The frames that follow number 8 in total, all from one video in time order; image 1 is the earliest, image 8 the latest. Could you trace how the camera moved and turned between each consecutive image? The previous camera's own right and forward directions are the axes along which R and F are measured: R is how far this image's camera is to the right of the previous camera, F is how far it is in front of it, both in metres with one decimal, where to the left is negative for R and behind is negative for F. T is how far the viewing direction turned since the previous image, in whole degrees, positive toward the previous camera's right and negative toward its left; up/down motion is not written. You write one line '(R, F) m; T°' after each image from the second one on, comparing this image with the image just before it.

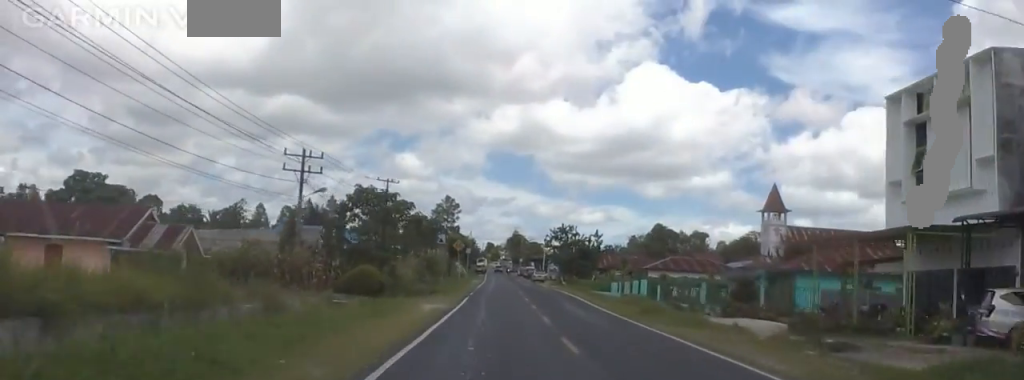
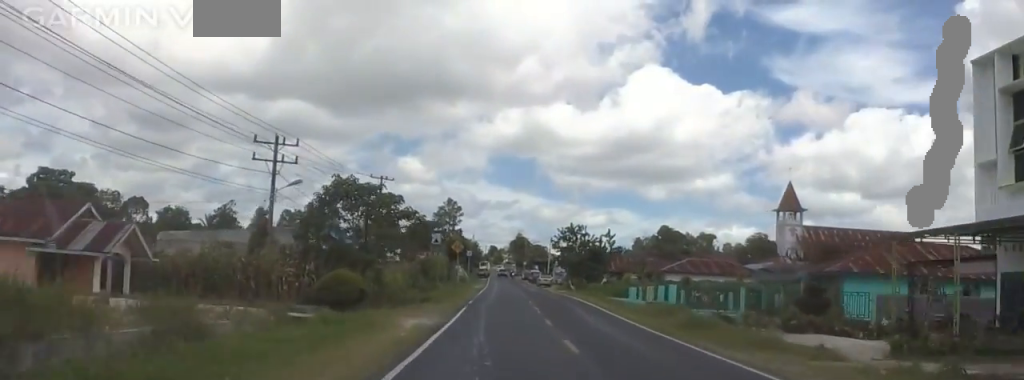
(0.0, +7.4) m; 0°
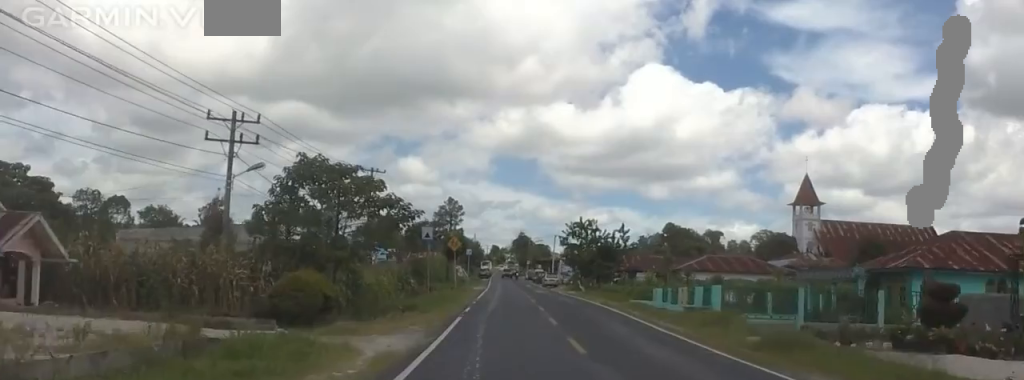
(0.0, +8.0) m; 0°
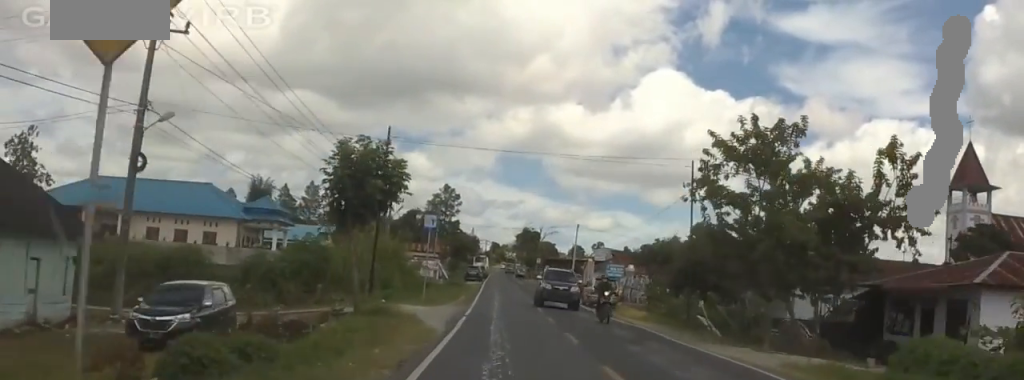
(-2.3, +52.9) m; -3°
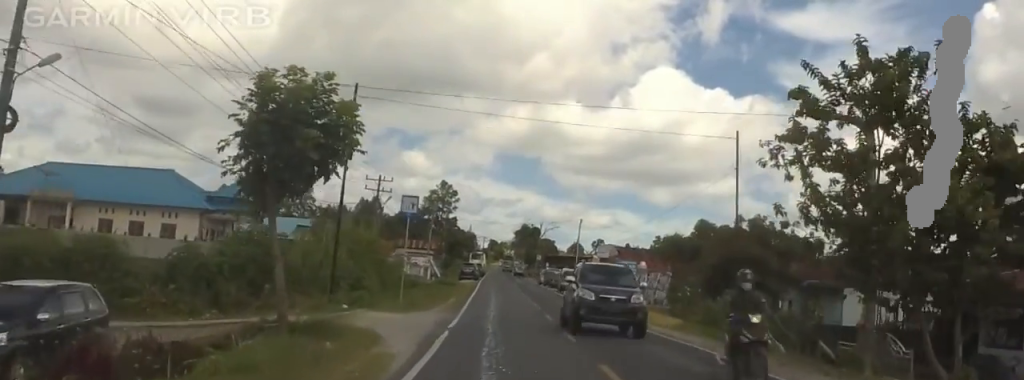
(-0.1, +8.0) m; +1°
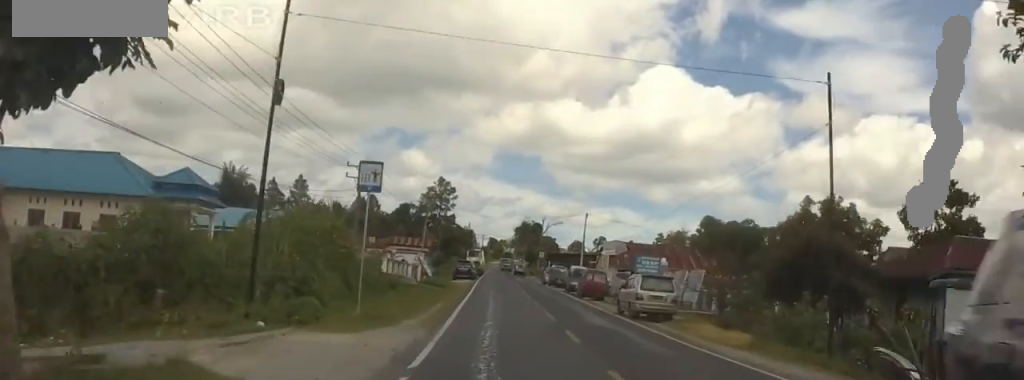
(+0.1, +9.3) m; +2°
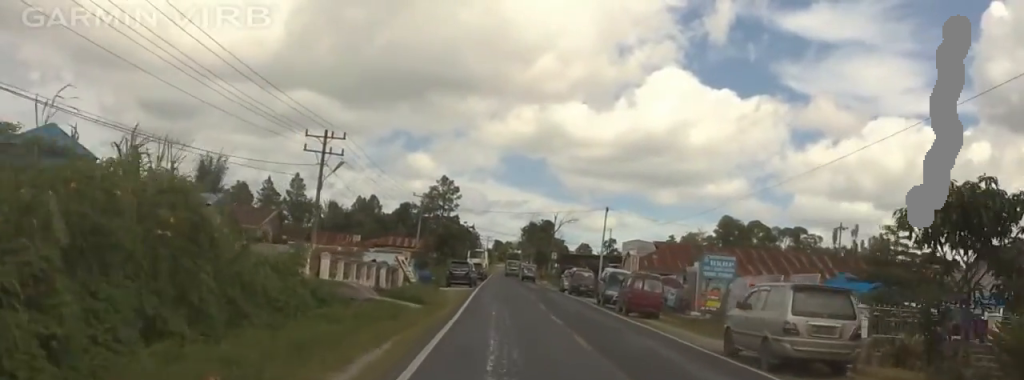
(+0.5, +16.6) m; +2°
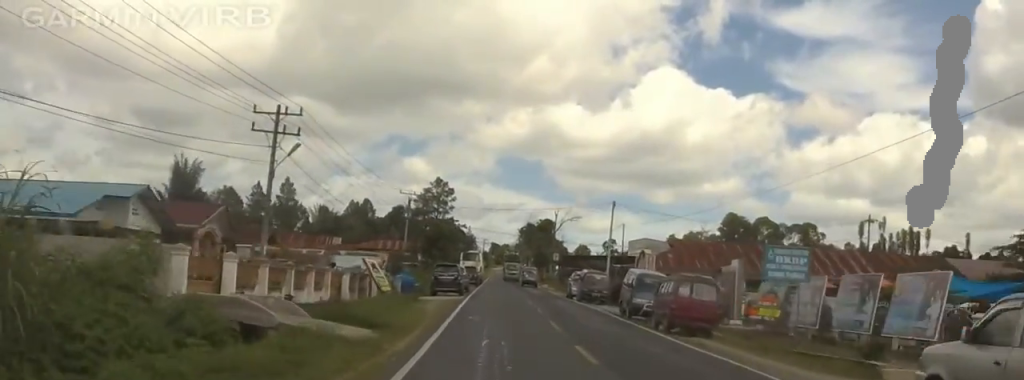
(+0.1, +9.9) m; 0°
